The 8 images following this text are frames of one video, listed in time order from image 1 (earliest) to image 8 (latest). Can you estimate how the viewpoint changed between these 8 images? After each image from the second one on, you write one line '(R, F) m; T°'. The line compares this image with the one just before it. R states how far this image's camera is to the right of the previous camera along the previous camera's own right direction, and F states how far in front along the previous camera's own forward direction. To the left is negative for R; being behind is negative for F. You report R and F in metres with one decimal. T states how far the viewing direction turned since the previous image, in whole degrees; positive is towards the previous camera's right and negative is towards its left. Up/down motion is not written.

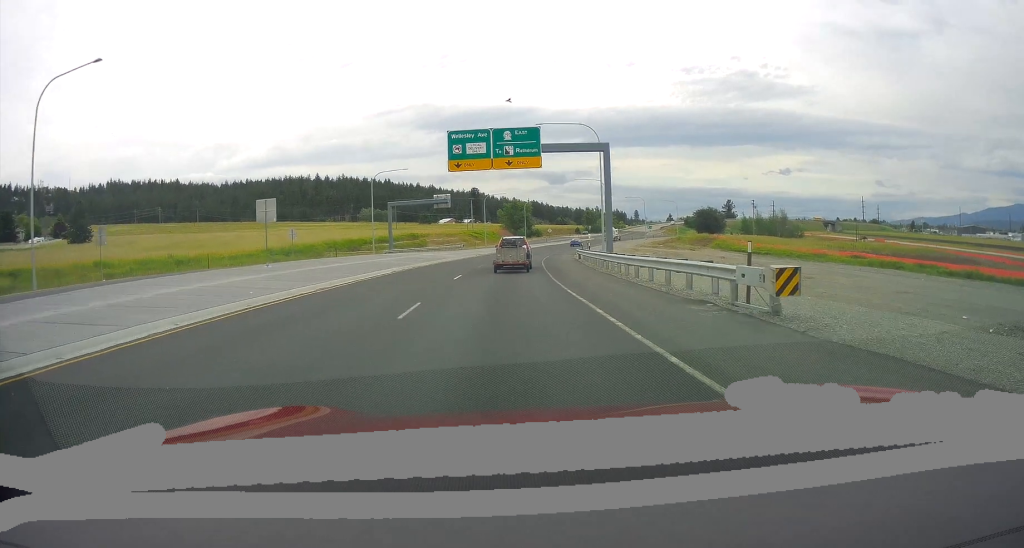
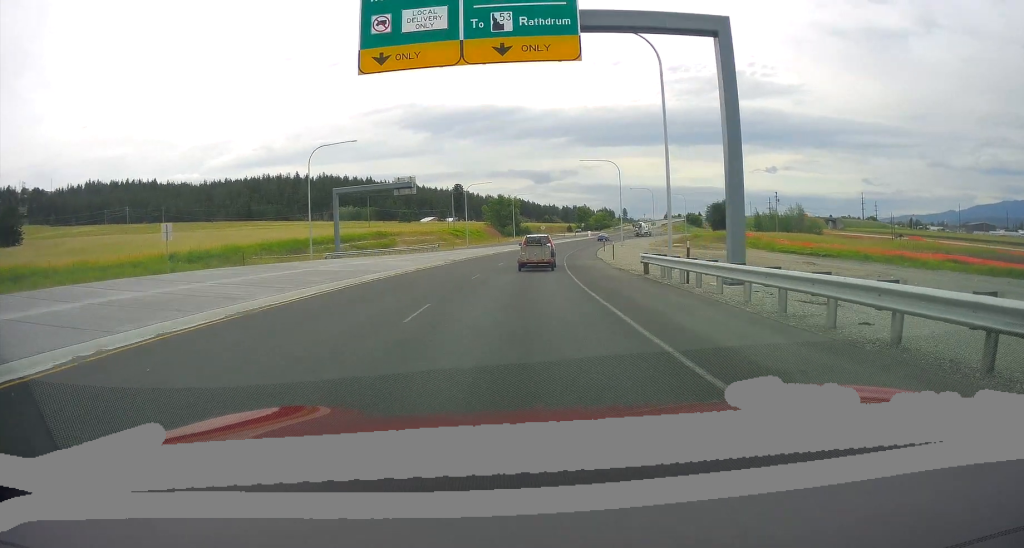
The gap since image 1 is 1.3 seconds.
(-0.2, +25.3) m; 0°
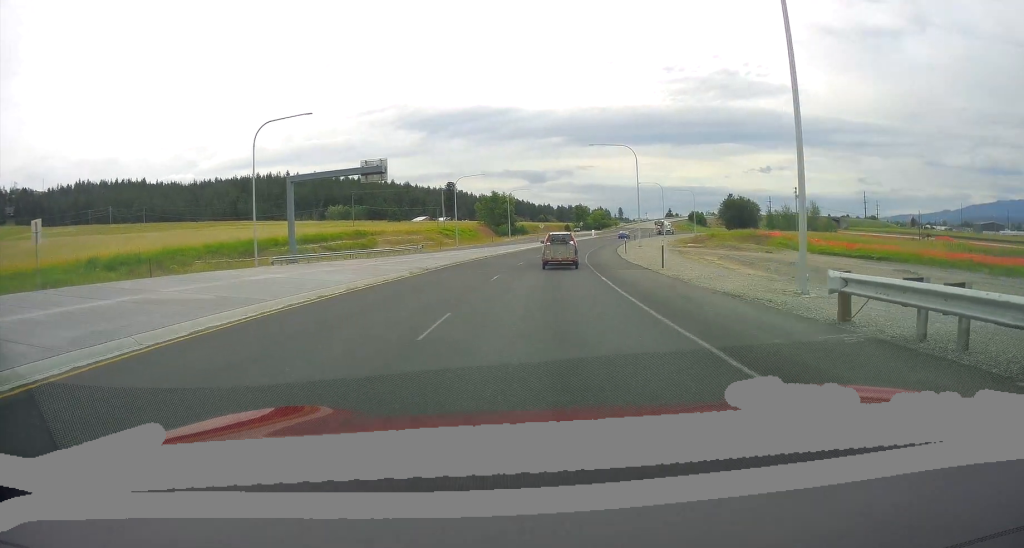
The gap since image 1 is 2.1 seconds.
(-0.1, +14.7) m; +1°
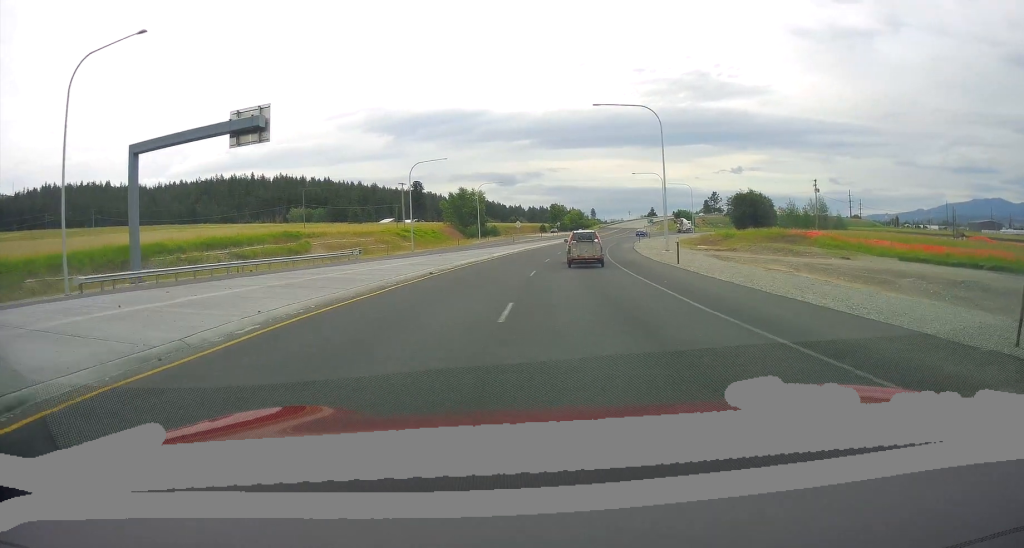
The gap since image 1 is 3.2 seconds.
(+0.6, +22.9) m; +3°
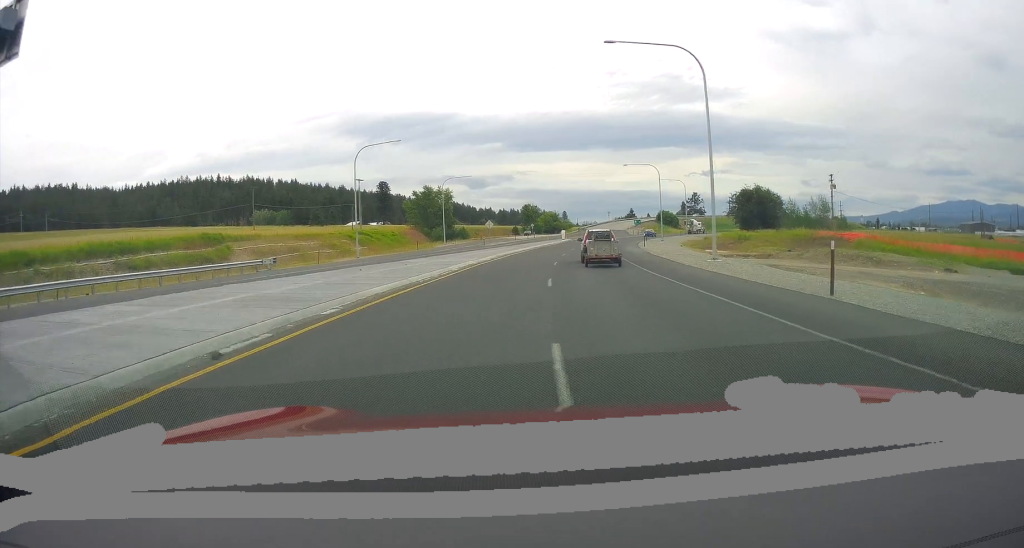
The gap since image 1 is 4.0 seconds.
(+0.5, +17.3) m; +4°
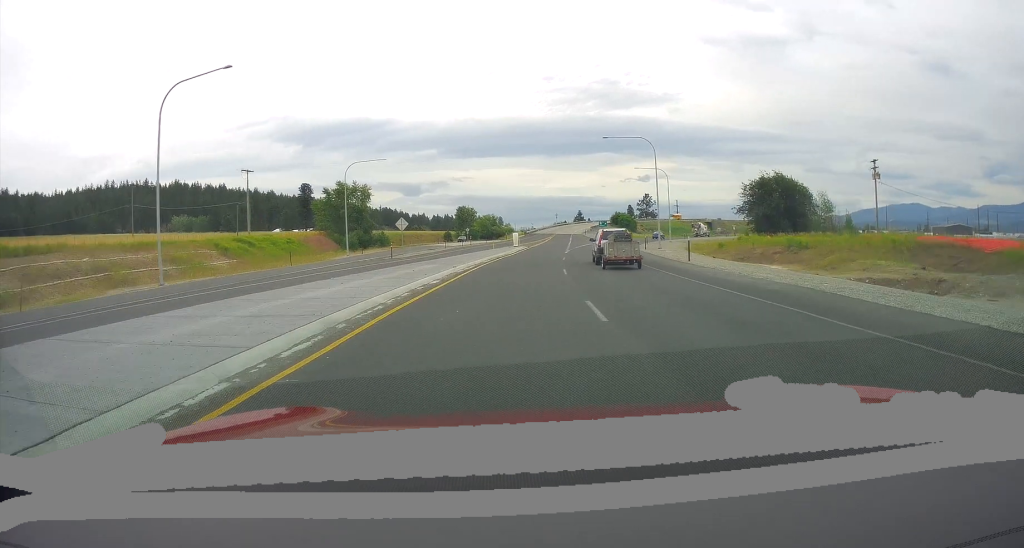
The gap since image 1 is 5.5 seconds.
(+1.9, +31.1) m; +6°
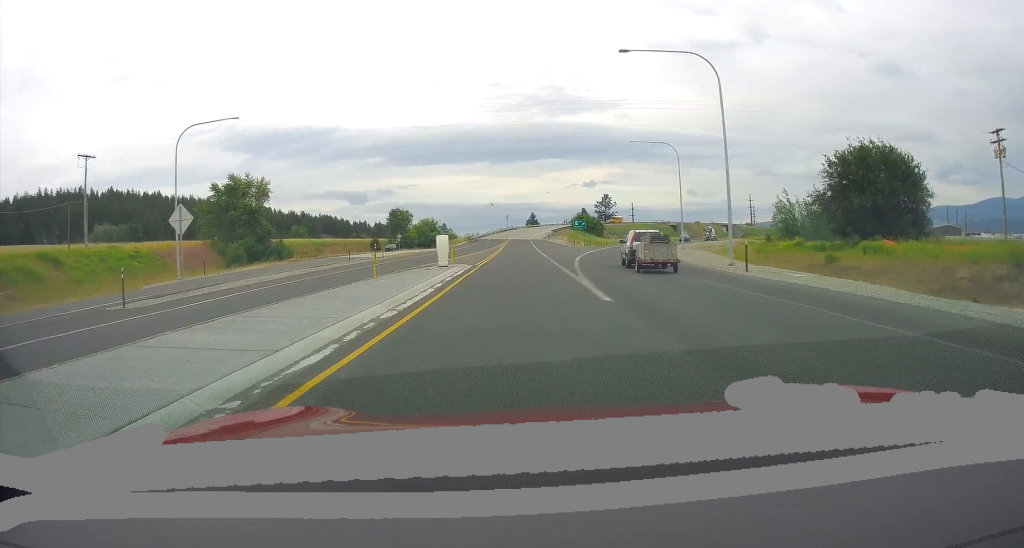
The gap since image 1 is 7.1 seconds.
(+1.1, +34.0) m; +4°
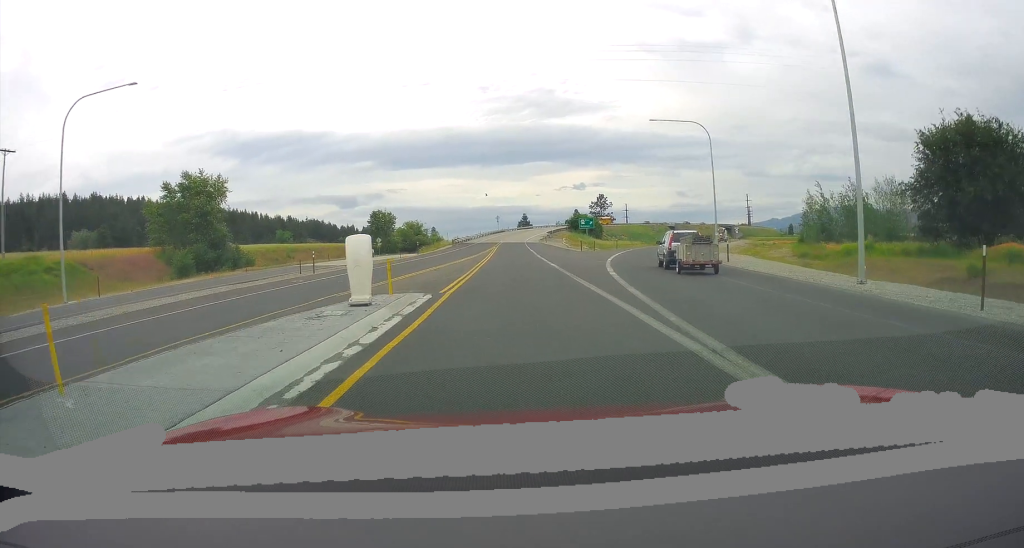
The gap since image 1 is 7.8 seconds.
(+0.5, +14.3) m; +1°
